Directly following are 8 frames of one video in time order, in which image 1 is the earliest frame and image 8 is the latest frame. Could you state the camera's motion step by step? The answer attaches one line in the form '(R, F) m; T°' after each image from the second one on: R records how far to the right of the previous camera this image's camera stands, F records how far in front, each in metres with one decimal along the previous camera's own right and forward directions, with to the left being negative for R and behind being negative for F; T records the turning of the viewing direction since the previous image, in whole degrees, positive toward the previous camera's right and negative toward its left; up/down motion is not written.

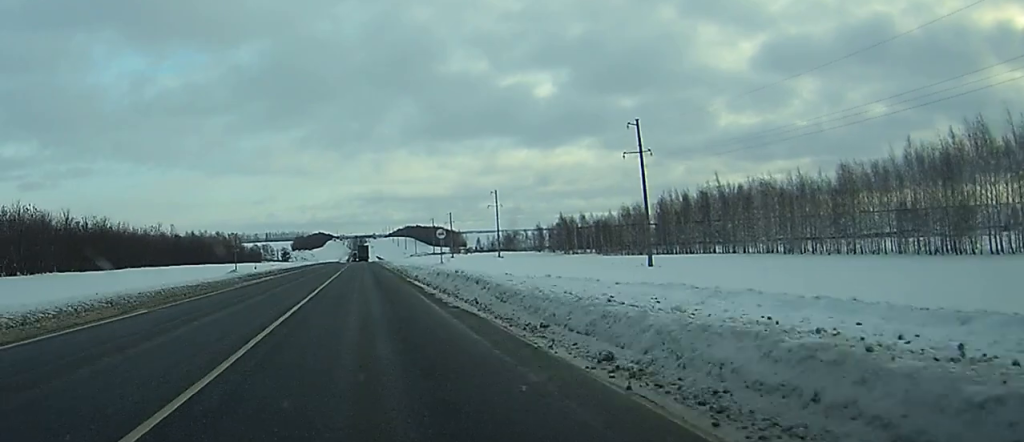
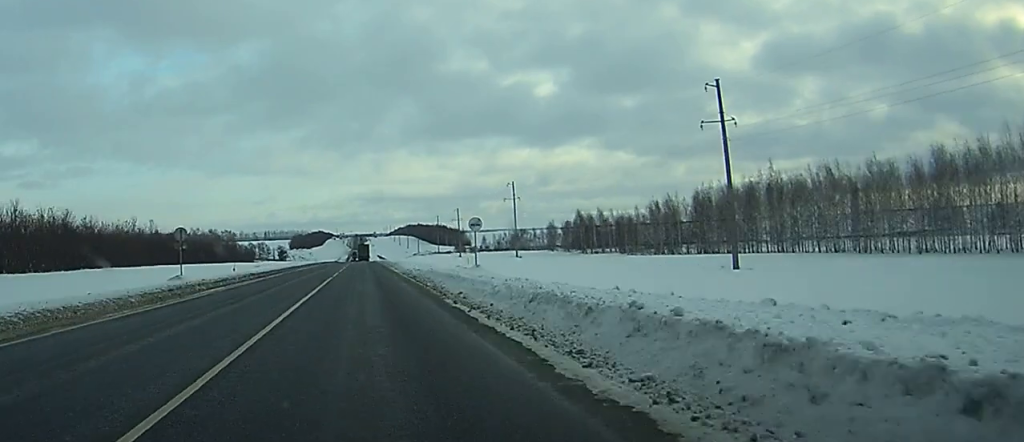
(0.0, +19.7) m; 0°
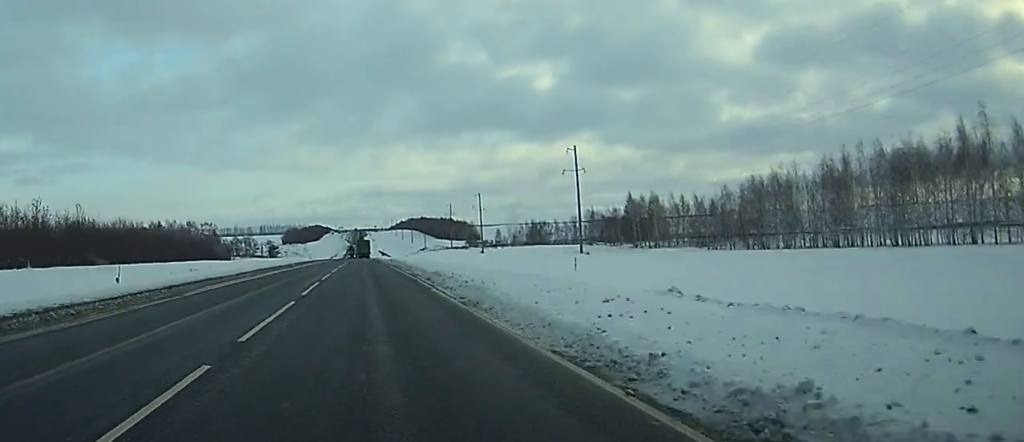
(+0.1, +46.6) m; 0°
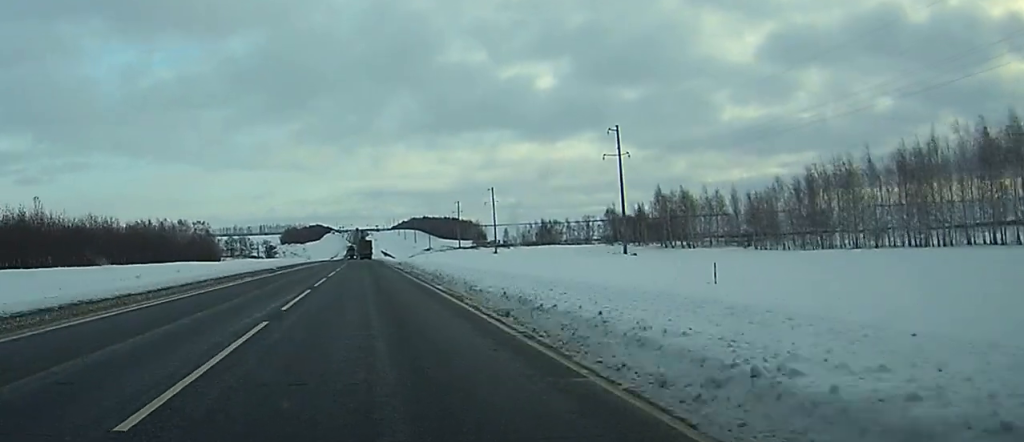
(0.0, +18.2) m; 0°
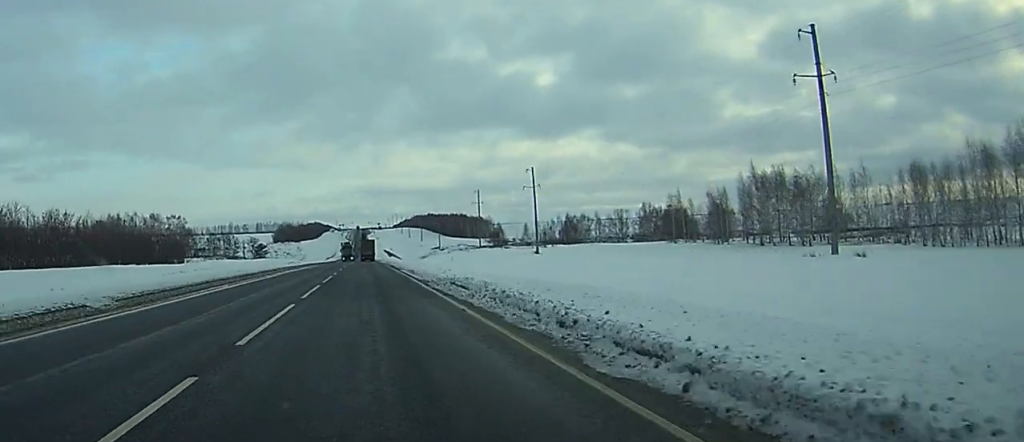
(0.0, +42.9) m; 0°
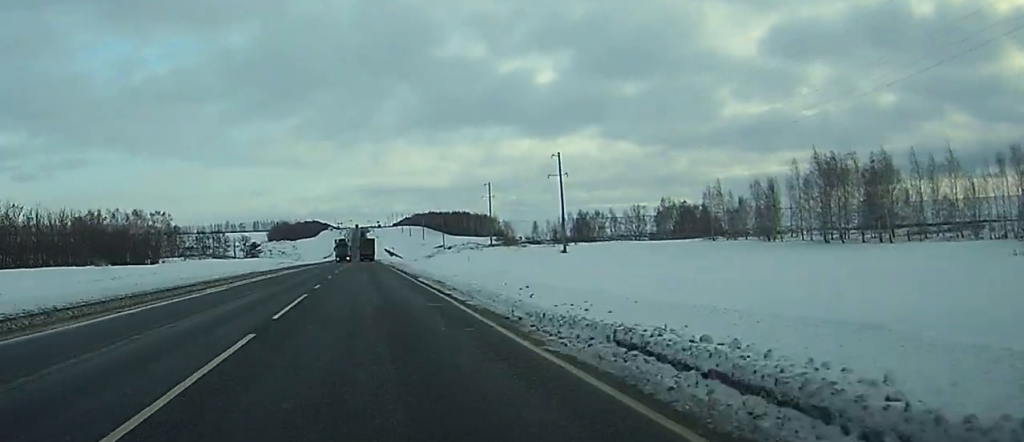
(0.0, +20.0) m; 0°
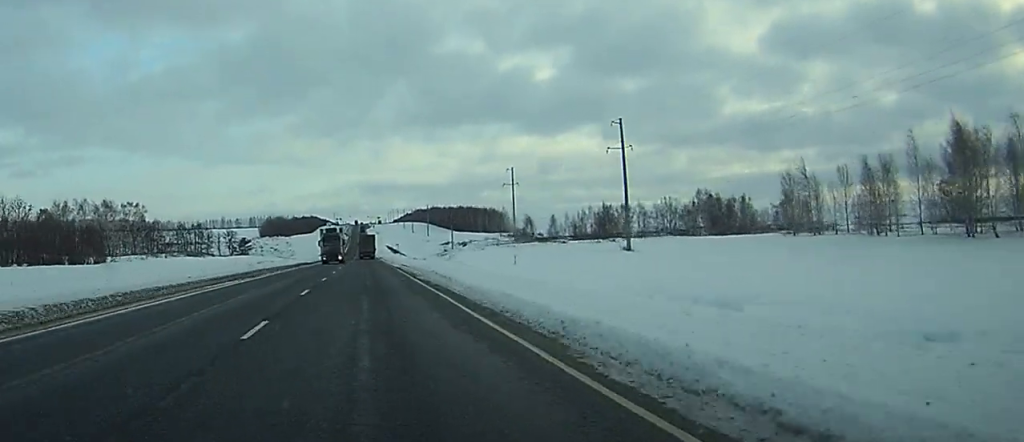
(0.0, +29.8) m; 0°
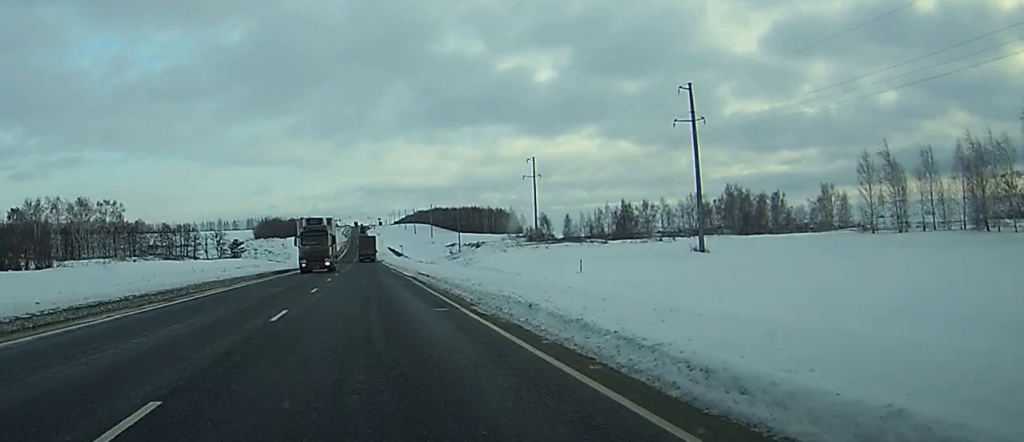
(+0.1, +20.3) m; 0°
